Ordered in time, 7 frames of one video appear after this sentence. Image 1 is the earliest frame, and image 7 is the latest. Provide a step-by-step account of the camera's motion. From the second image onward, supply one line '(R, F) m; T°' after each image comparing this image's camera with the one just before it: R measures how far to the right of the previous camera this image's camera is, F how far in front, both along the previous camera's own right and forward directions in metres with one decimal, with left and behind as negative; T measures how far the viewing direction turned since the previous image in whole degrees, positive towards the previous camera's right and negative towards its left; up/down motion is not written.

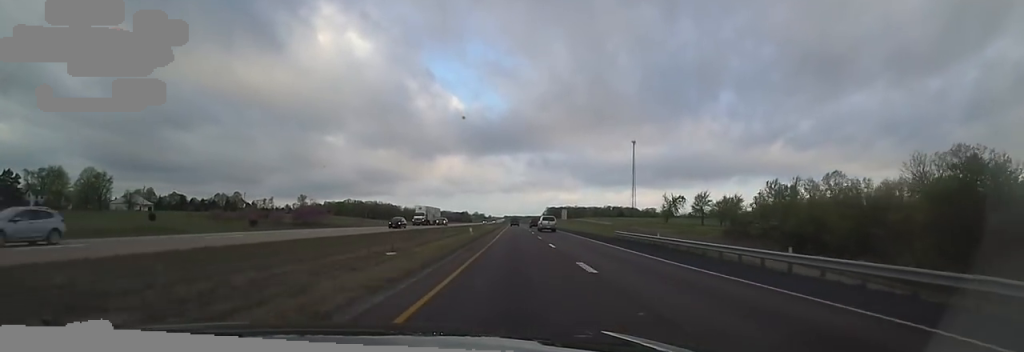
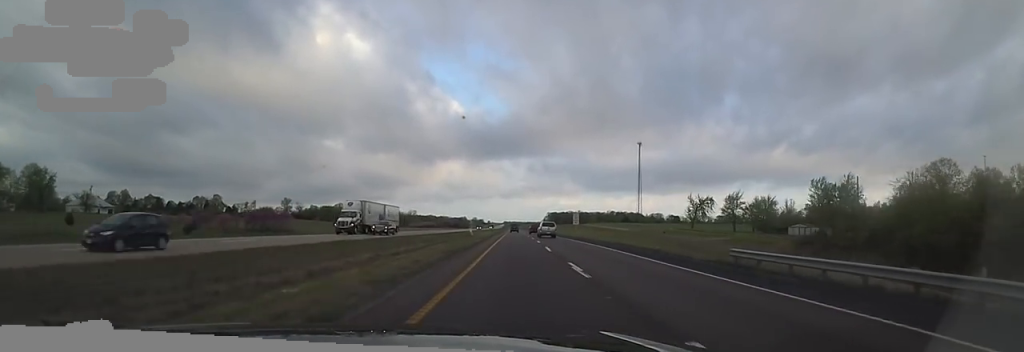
(-0.5, +24.0) m; -1°
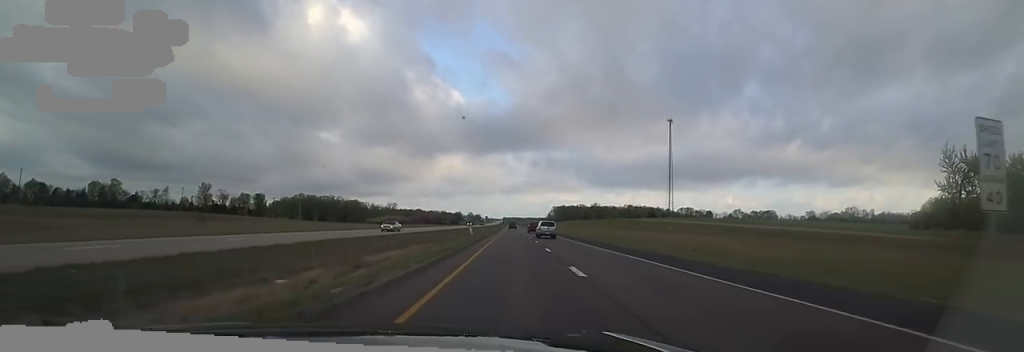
(+1.1, +86.0) m; +3°
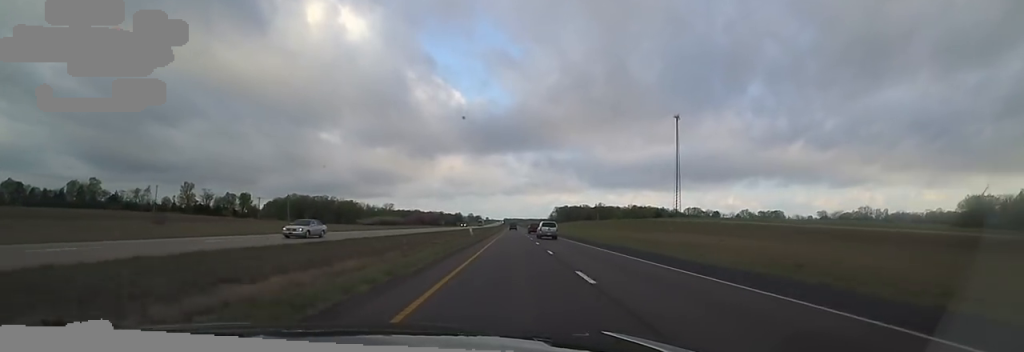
(0.0, +14.0) m; 0°
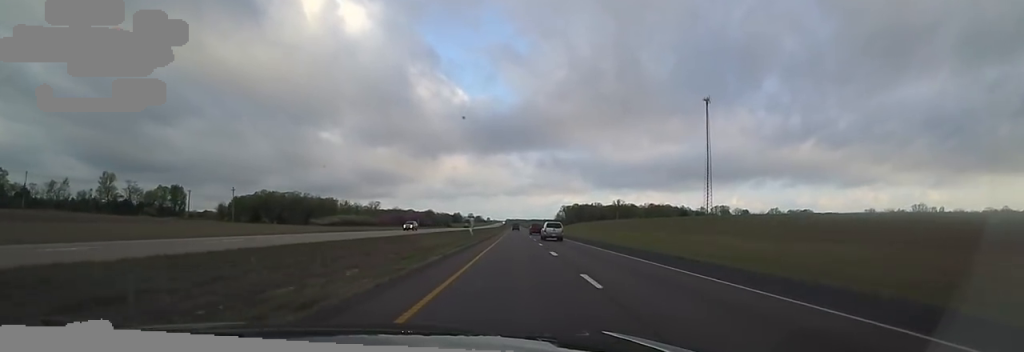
(-0.6, +49.9) m; -1°
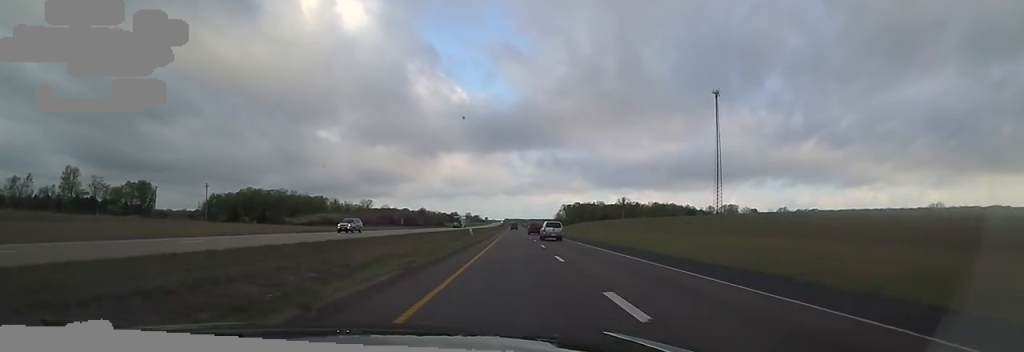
(-0.1, +16.0) m; 0°
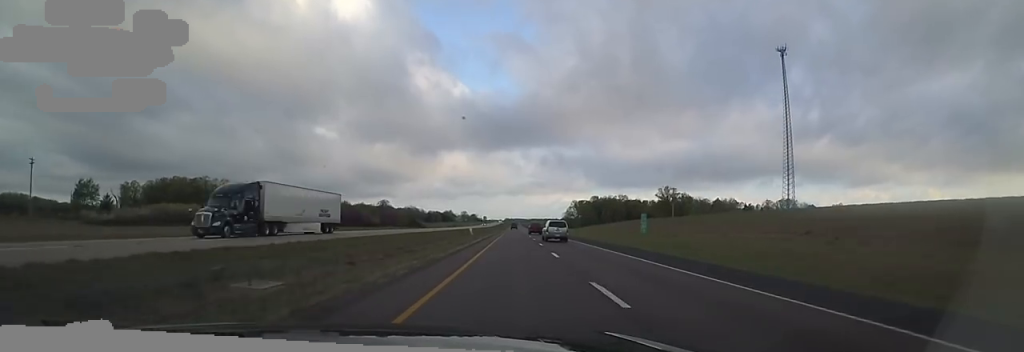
(-0.1, +71.3) m; 0°
